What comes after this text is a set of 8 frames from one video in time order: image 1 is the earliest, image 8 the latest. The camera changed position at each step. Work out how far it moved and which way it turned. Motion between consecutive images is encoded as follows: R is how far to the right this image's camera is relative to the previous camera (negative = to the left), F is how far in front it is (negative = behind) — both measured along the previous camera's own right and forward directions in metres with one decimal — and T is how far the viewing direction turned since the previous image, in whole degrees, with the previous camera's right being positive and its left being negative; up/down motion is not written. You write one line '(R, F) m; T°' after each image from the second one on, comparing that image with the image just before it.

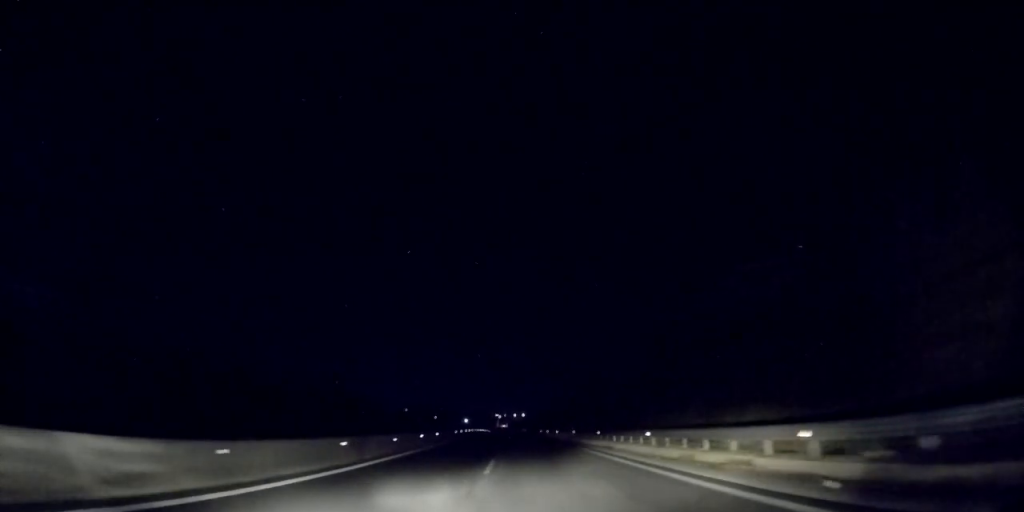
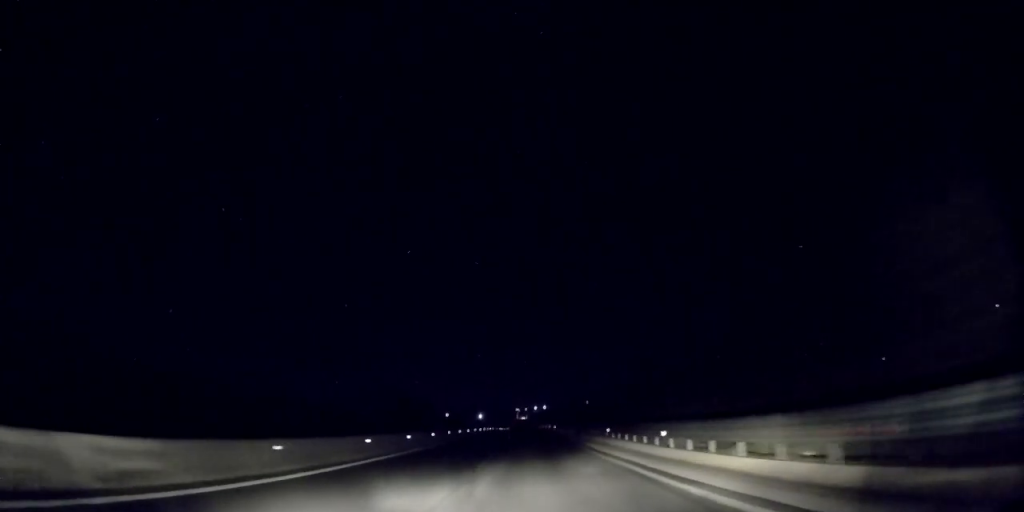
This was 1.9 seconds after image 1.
(-1.8, +52.9) m; -3°
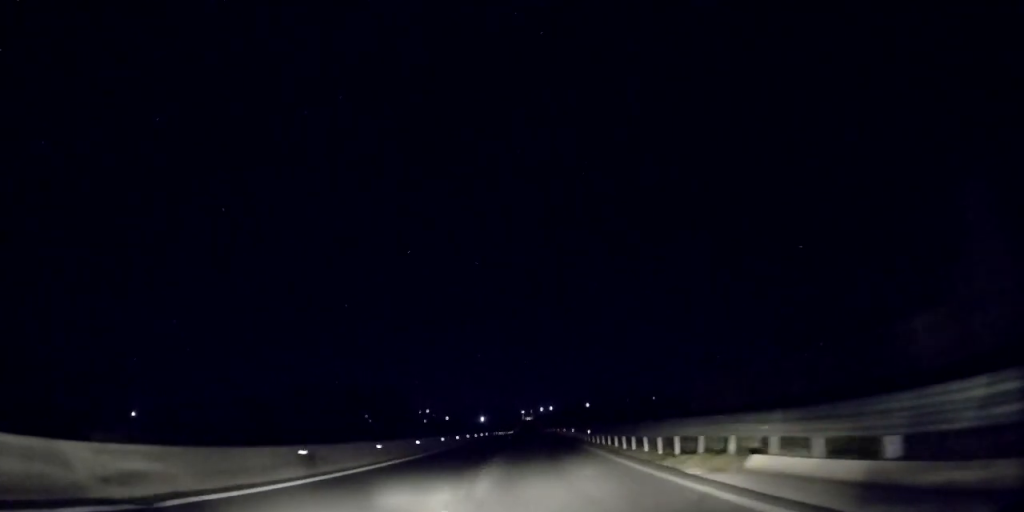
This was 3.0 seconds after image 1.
(+0.3, +31.1) m; 0°
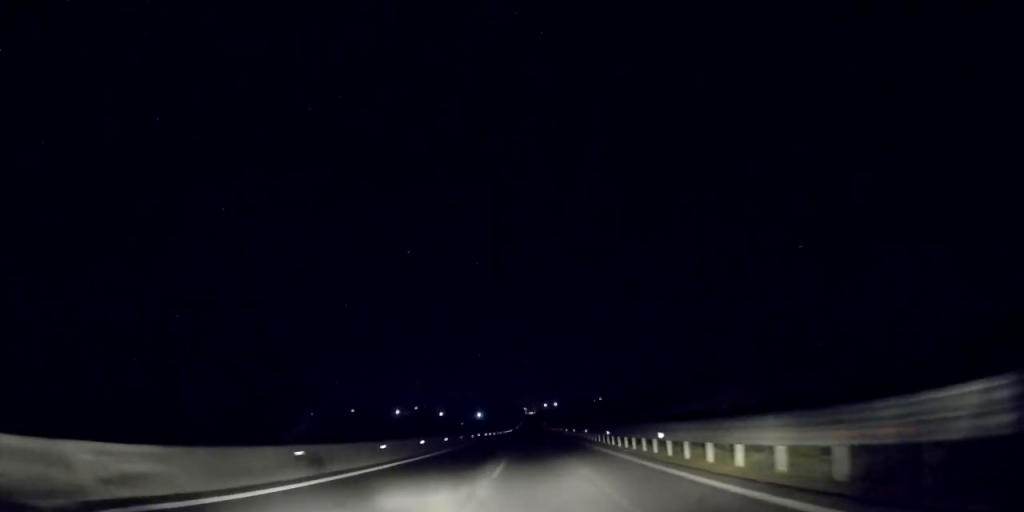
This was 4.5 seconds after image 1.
(-0.8, +42.1) m; -1°
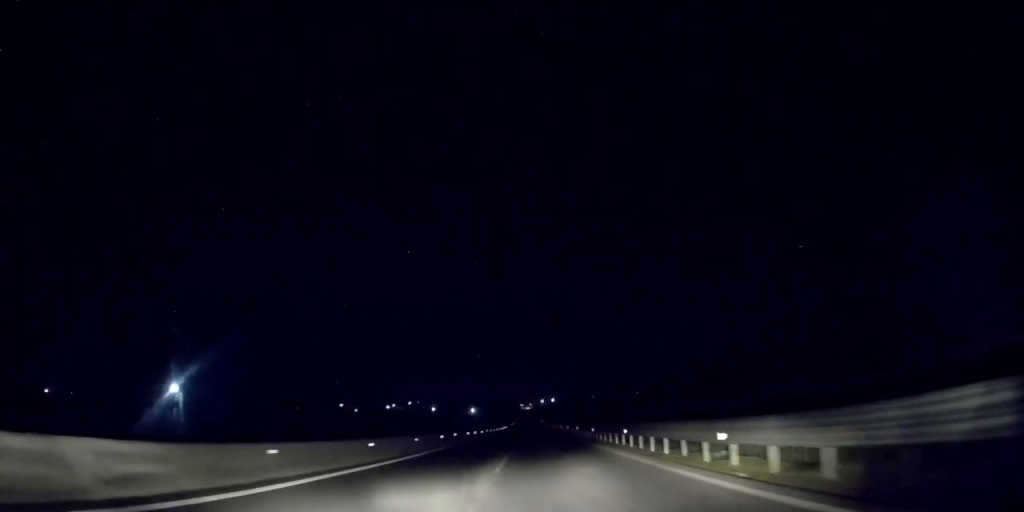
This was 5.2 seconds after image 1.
(-0.1, +17.5) m; 0°
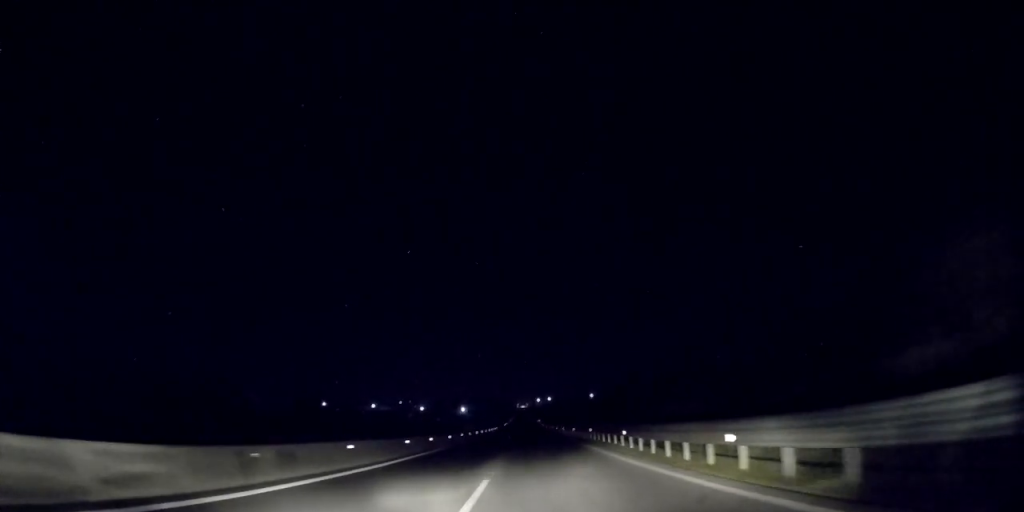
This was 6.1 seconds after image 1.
(+0.2, +24.8) m; +1°
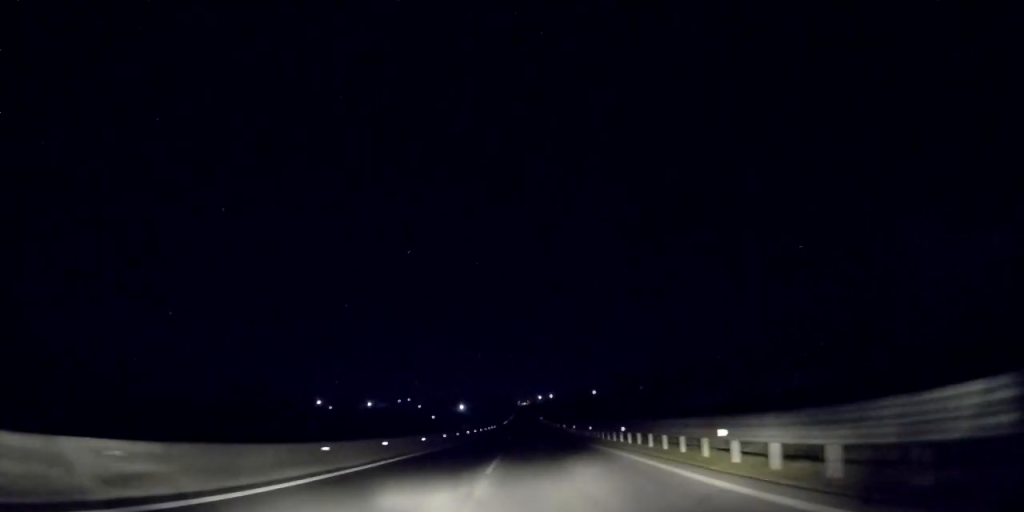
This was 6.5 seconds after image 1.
(+0.1, +11.4) m; 0°
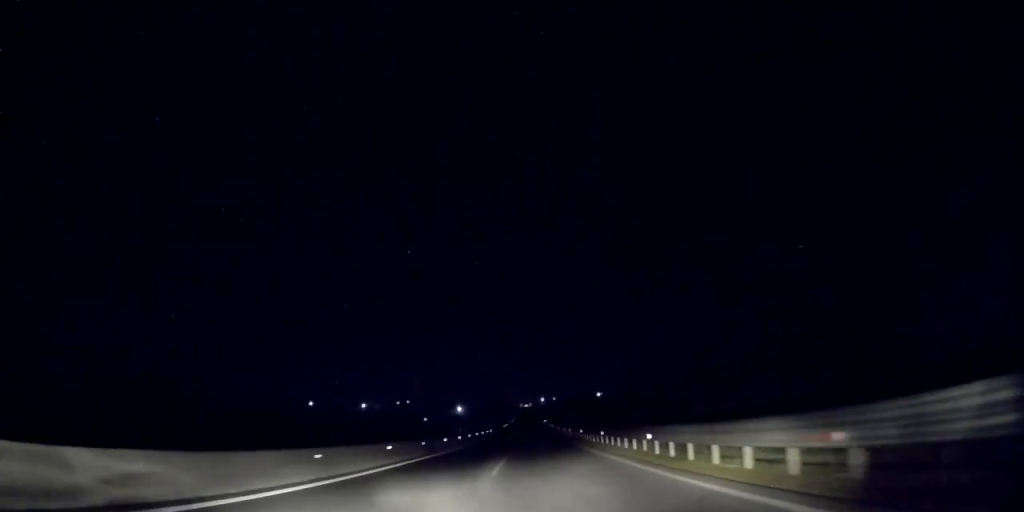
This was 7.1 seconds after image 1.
(0.0, +16.4) m; 0°
